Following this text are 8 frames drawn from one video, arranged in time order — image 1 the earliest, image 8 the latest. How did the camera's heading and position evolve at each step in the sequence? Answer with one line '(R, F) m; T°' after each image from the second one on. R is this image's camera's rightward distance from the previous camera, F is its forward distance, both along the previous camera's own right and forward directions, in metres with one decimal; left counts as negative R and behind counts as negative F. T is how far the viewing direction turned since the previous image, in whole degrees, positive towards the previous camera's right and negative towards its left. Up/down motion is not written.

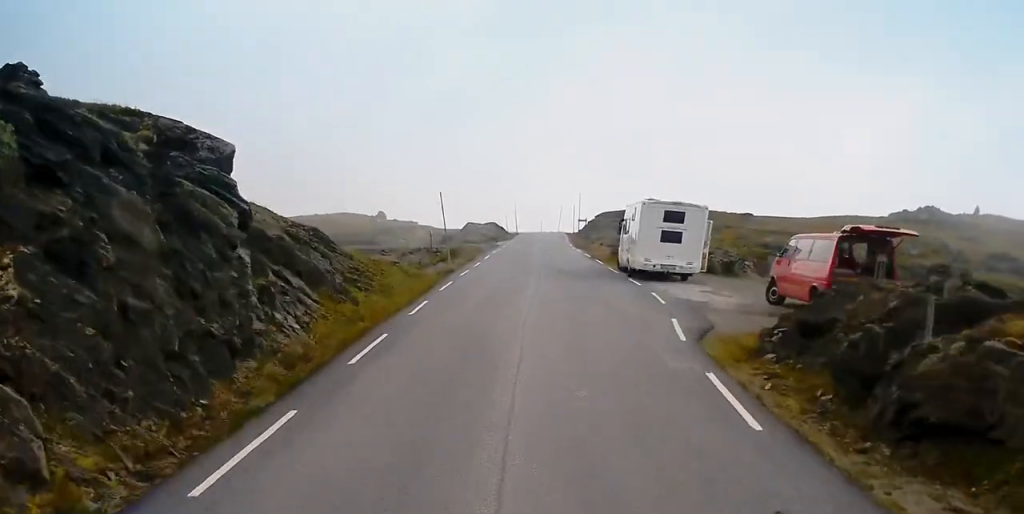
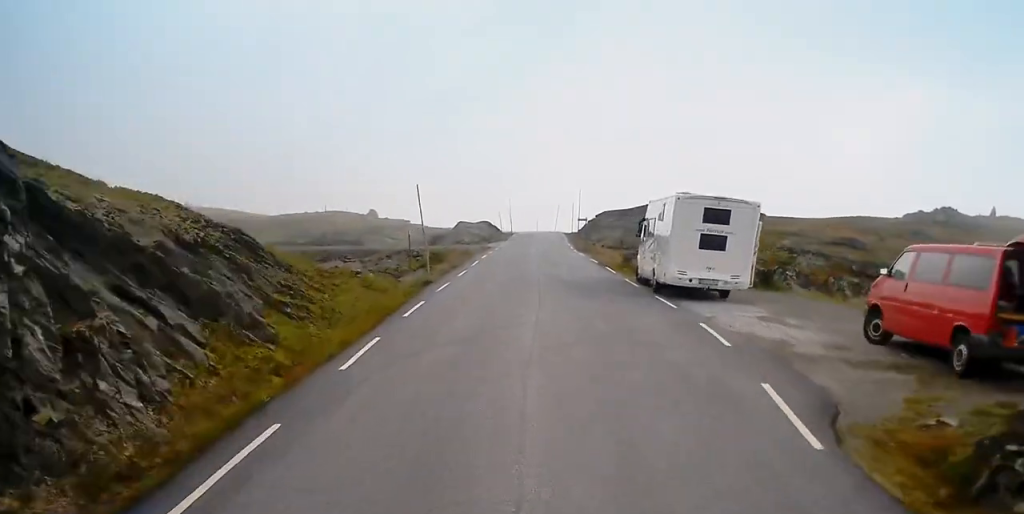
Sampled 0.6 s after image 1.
(0.0, +6.7) m; 0°
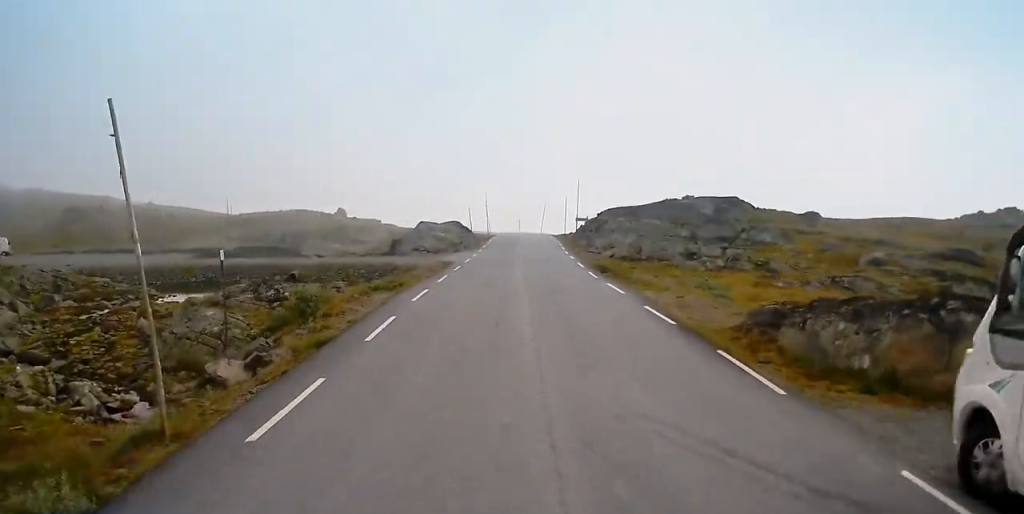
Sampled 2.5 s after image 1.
(0.0, +22.0) m; 0°
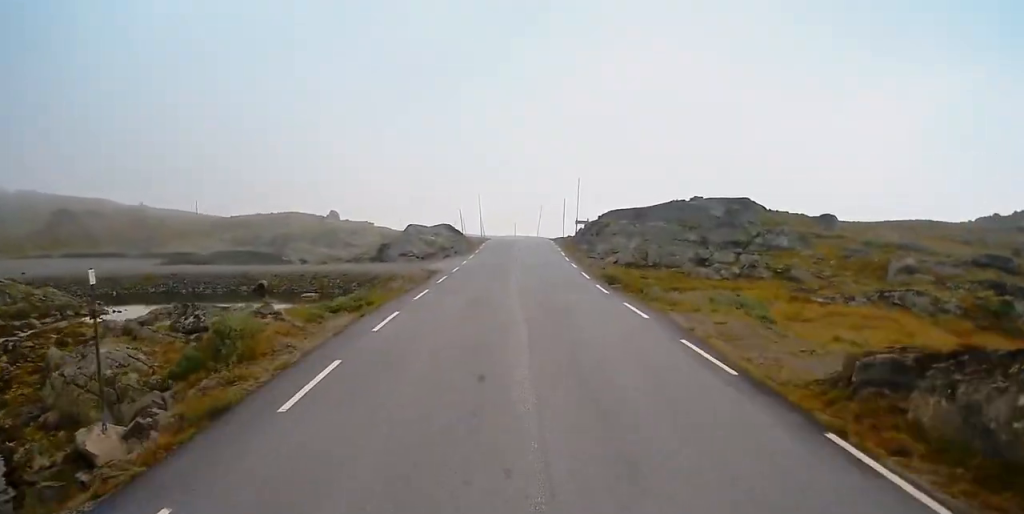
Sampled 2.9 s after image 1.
(0.0, +4.8) m; 0°
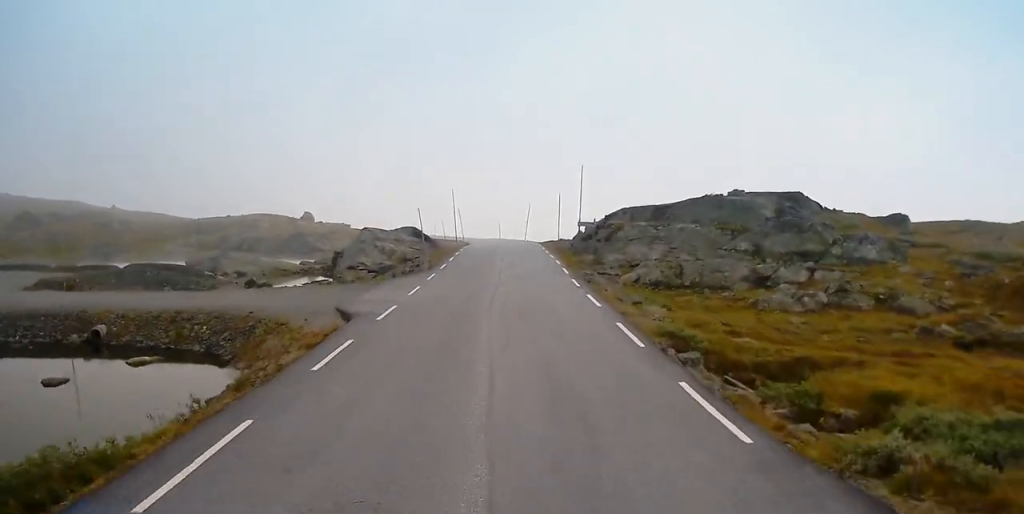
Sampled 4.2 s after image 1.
(+0.2, +15.0) m; +3°
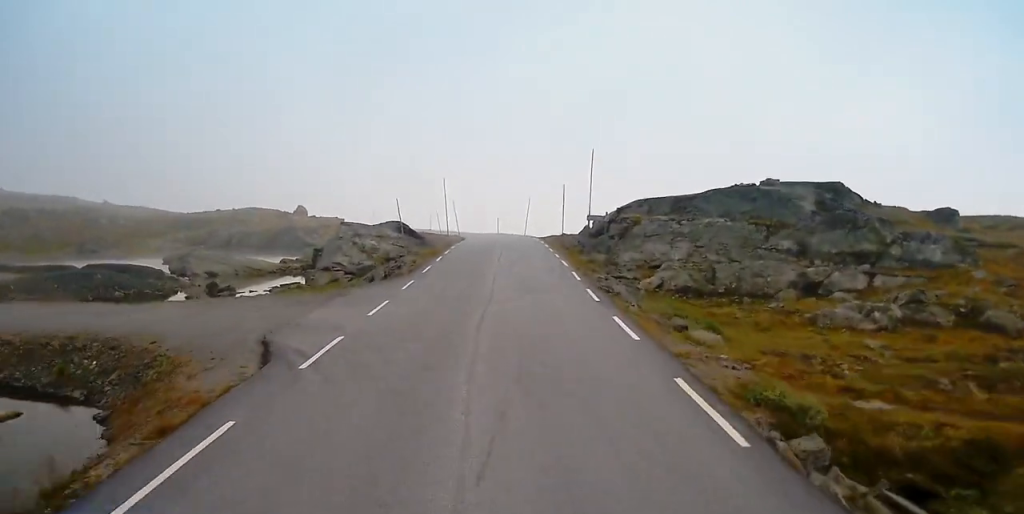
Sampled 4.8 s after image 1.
(+0.3, +6.3) m; 0°
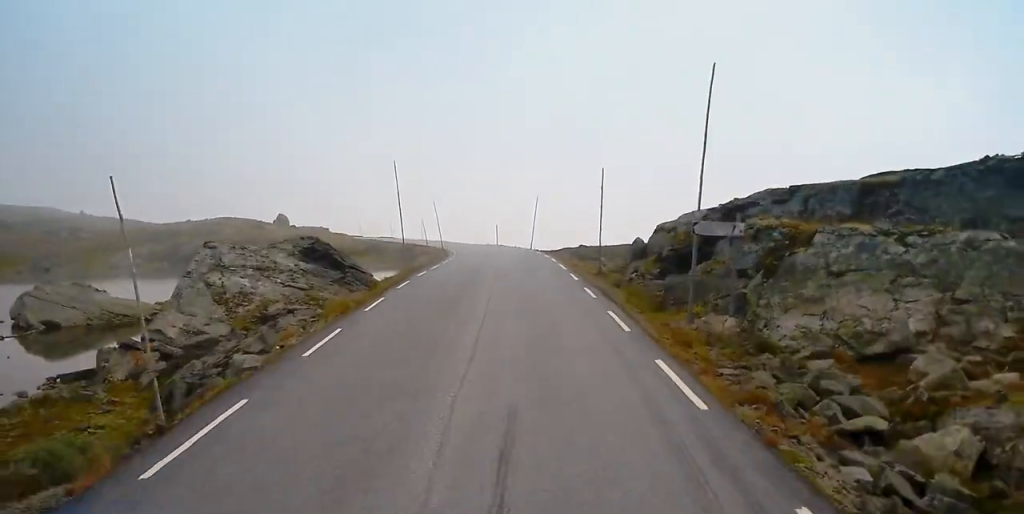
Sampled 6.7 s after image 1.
(-0.7, +22.8) m; -3°
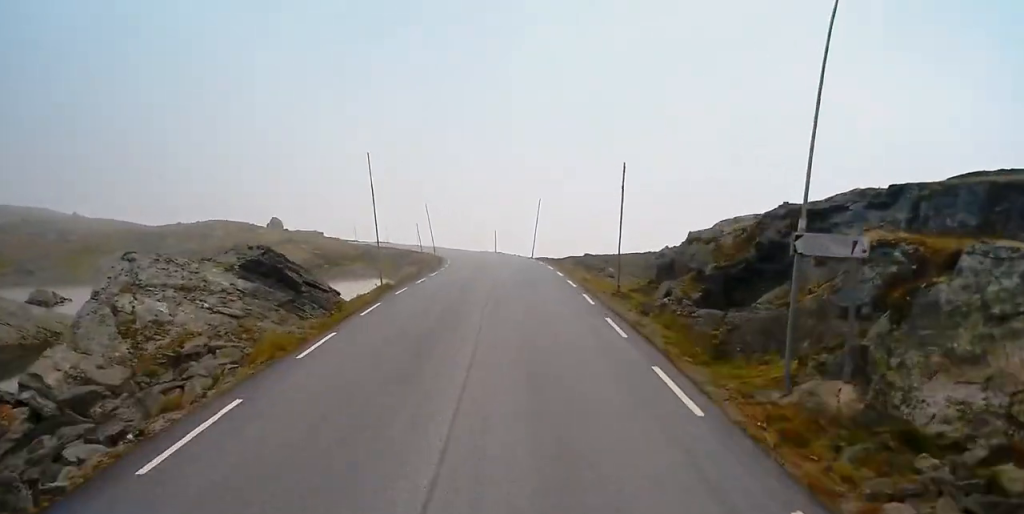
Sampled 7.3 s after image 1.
(0.0, +5.9) m; 0°
